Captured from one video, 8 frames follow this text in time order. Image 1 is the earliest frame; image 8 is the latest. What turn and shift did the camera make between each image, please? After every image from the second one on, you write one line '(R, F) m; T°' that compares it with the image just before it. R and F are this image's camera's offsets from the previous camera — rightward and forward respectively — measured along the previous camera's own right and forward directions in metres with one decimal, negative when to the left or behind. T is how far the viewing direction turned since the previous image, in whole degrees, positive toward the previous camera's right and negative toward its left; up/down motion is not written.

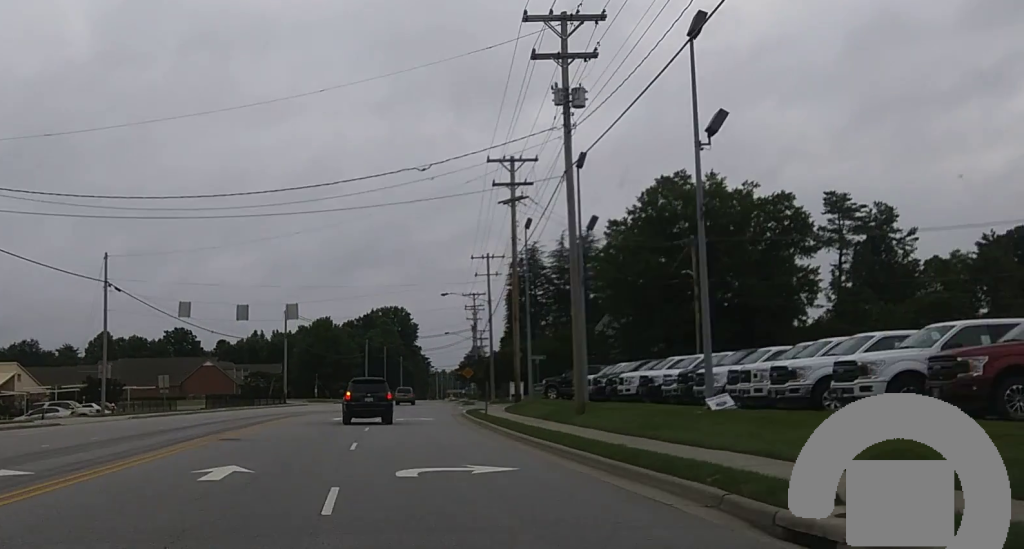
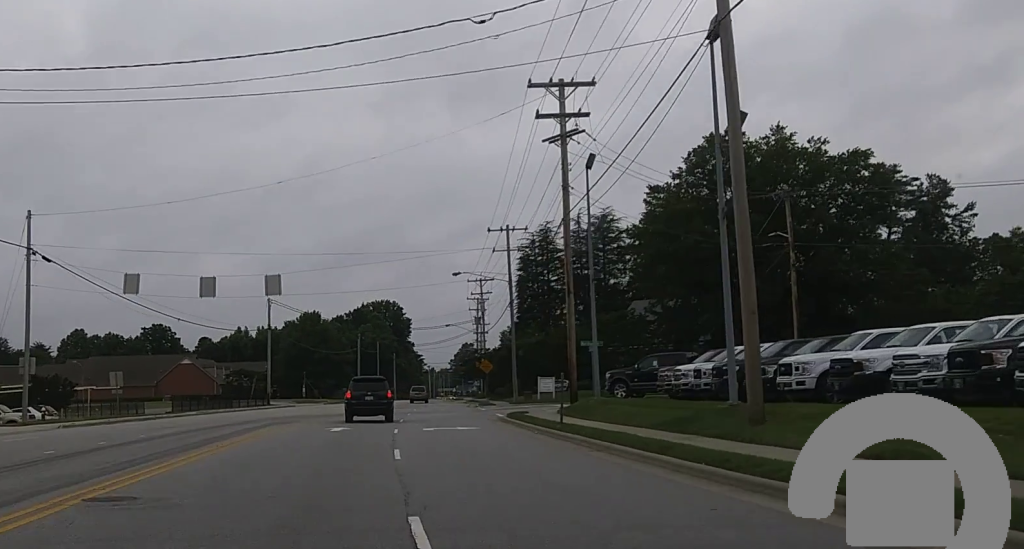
(+0.6, +18.4) m; +4°
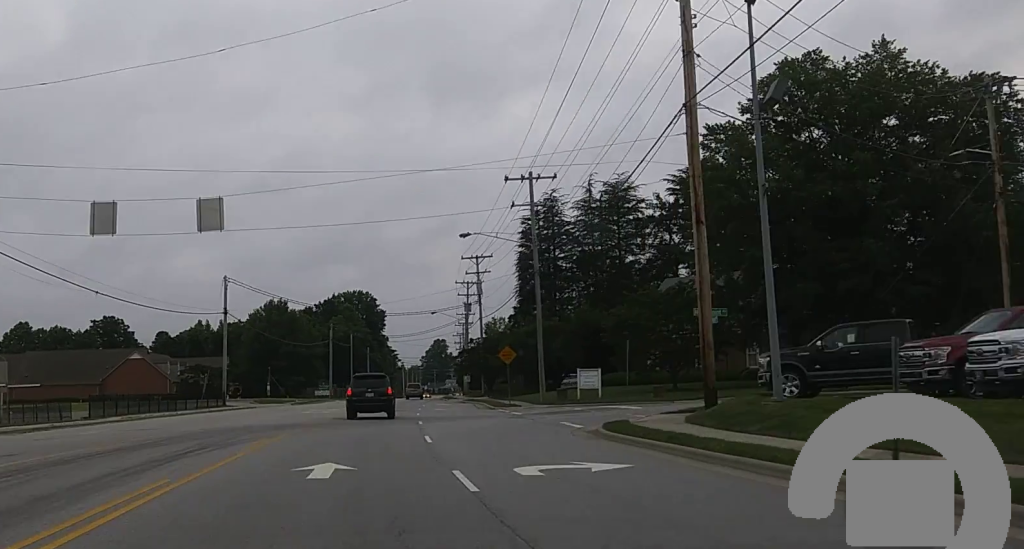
(+0.4, +19.9) m; +1°
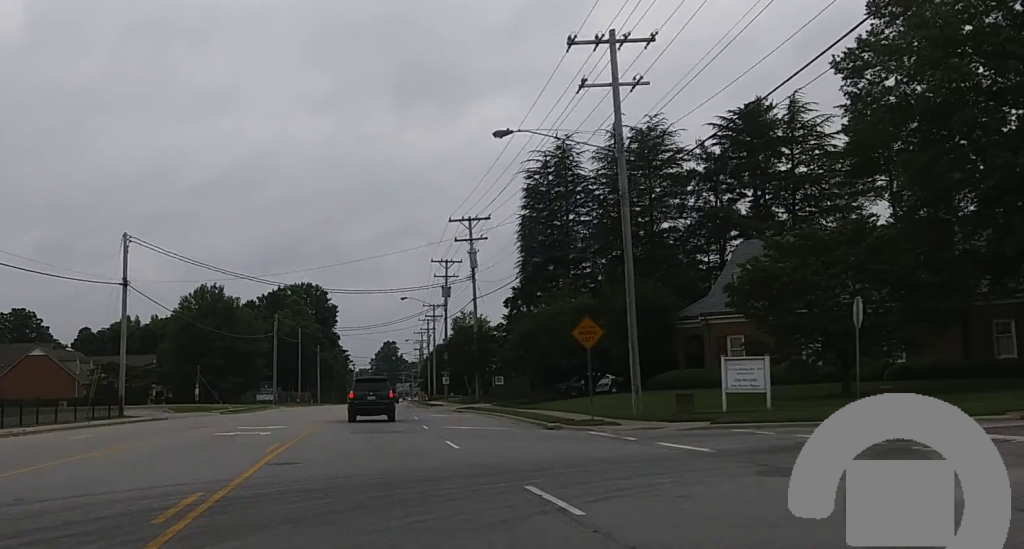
(0.0, +28.3) m; 0°
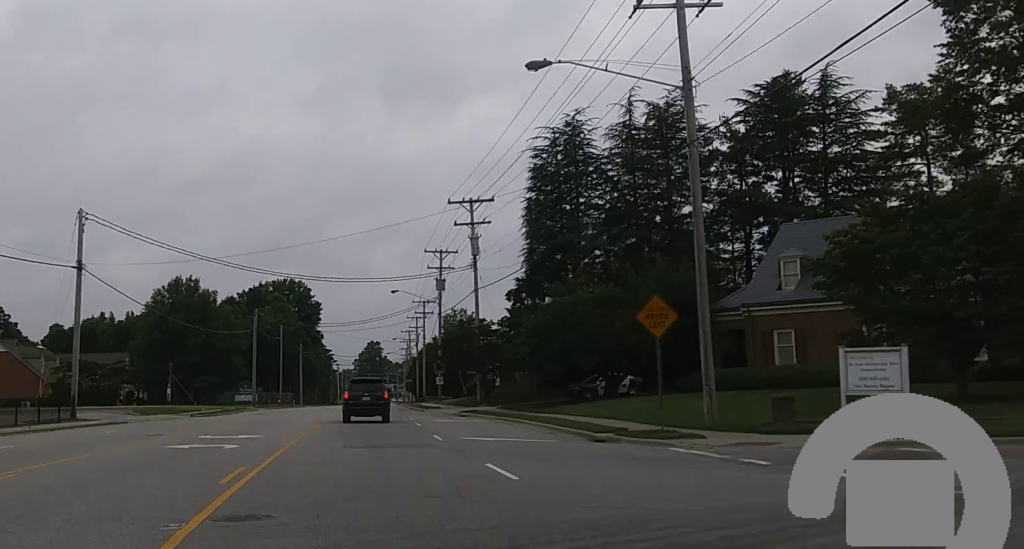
(0.0, +8.1) m; 0°
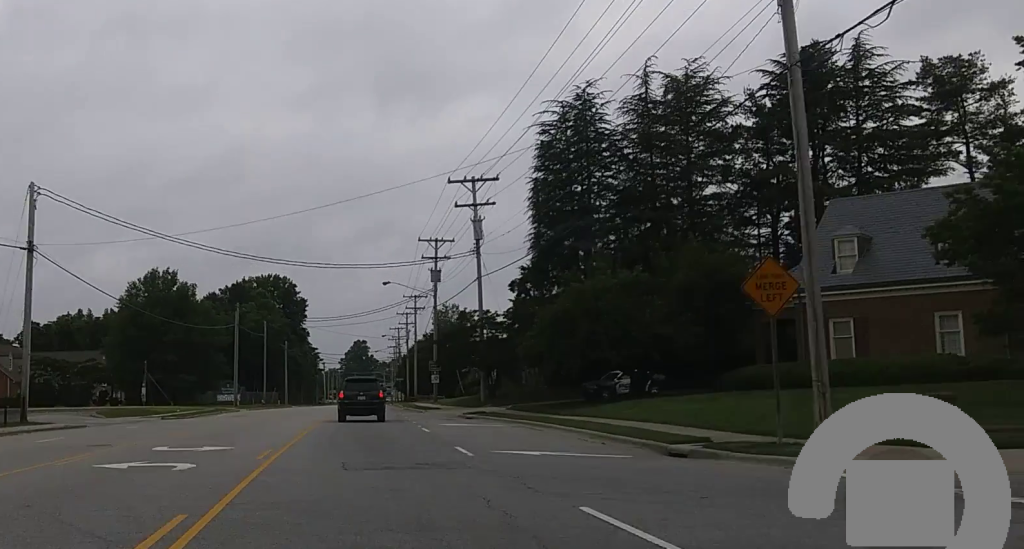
(0.0, +7.2) m; 0°
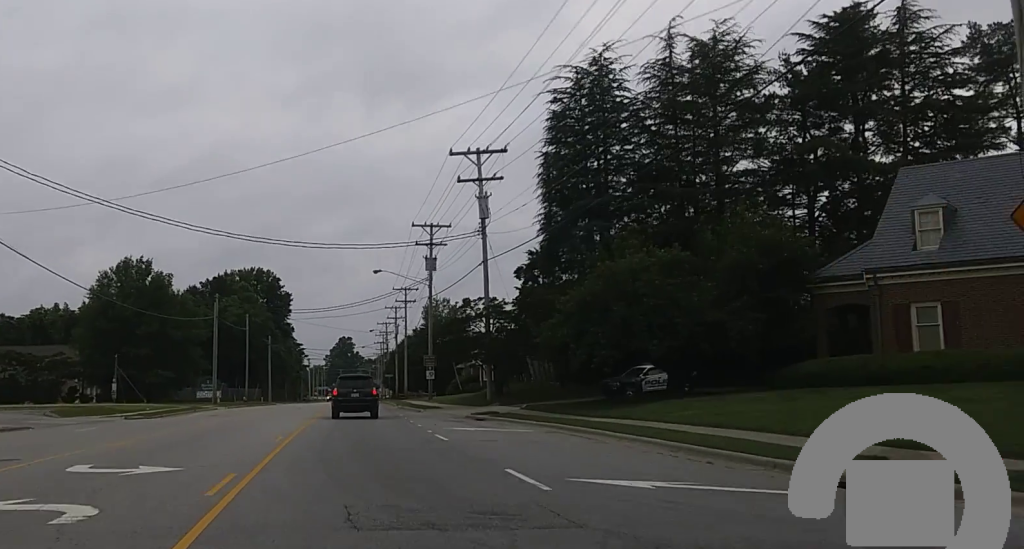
(0.0, +7.0) m; 0°
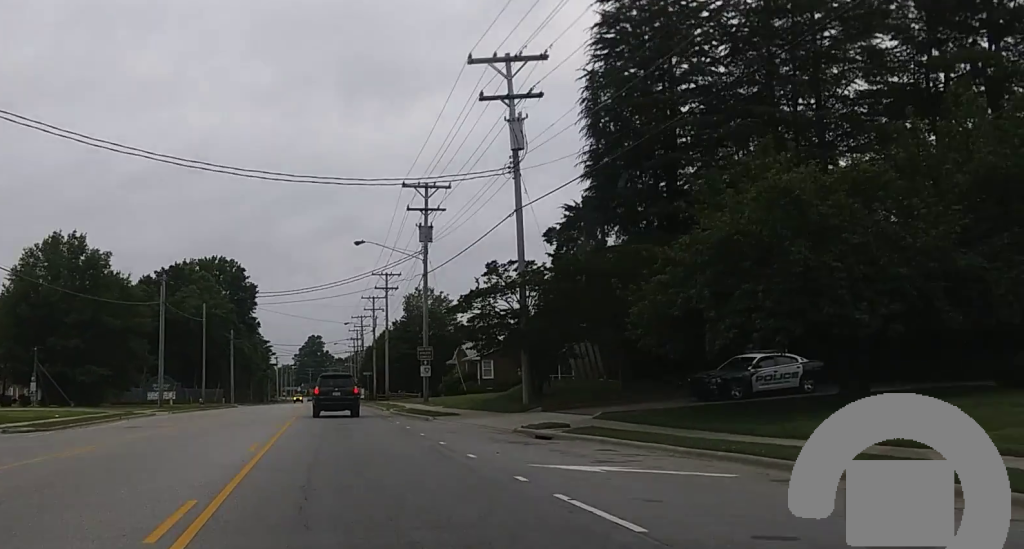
(0.0, +15.4) m; 0°
